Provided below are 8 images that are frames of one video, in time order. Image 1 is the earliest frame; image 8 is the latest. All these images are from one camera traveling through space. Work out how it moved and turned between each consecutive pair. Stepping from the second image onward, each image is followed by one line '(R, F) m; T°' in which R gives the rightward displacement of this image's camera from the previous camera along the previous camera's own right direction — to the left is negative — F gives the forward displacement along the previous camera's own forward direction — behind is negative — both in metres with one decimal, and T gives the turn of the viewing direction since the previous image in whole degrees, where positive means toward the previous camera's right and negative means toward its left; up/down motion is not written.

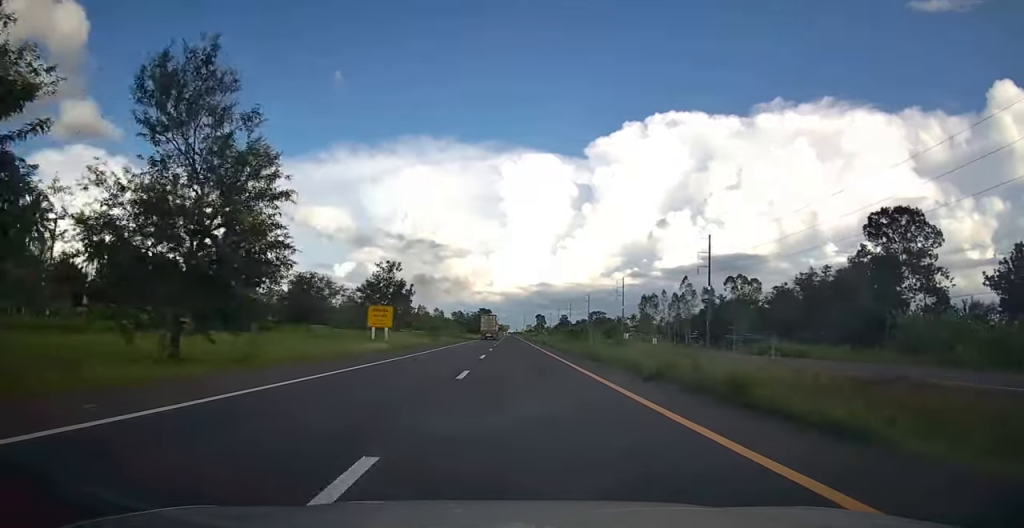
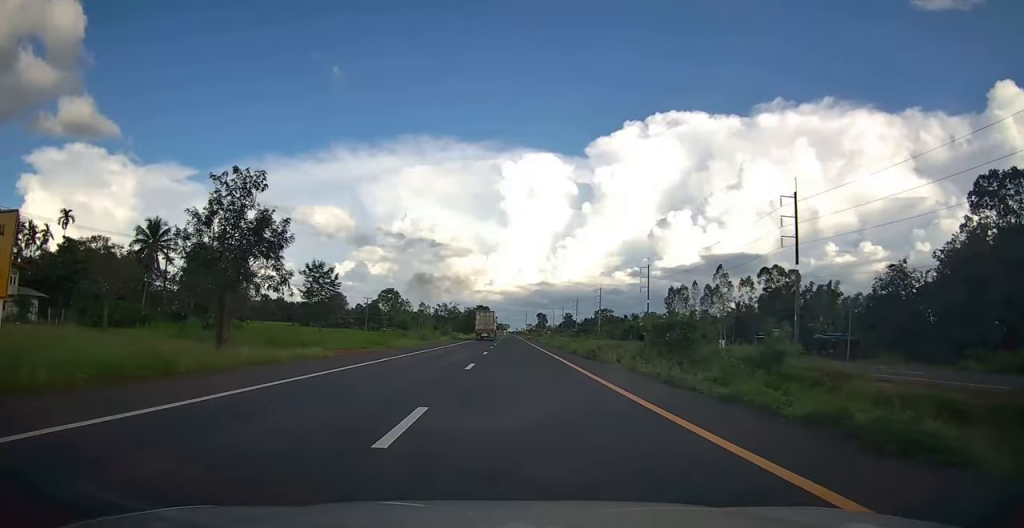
(0.0, +32.4) m; 0°
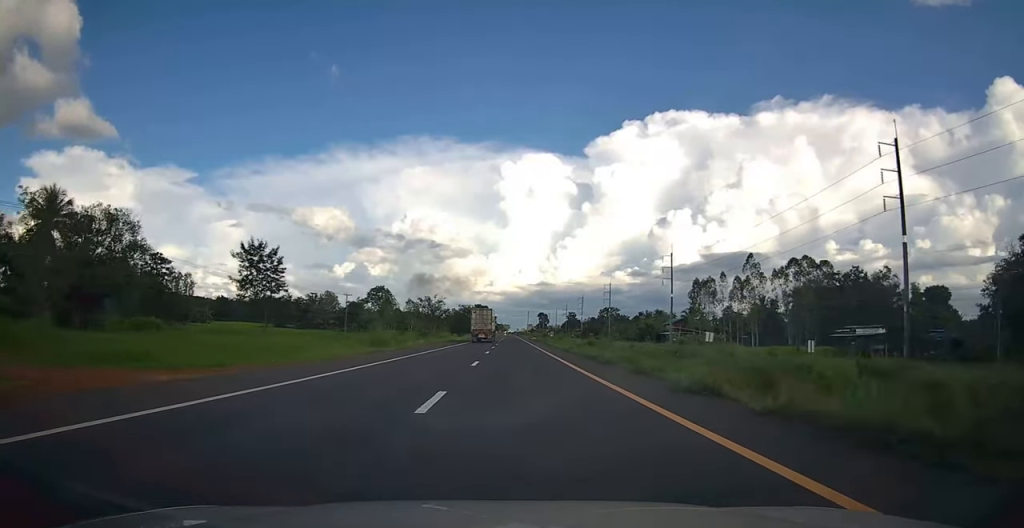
(0.0, +21.4) m; 0°
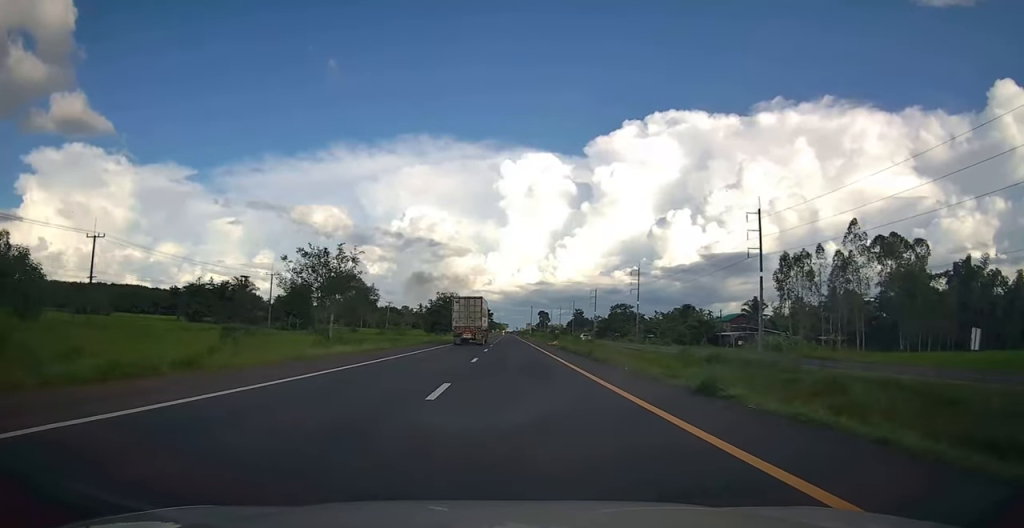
(+0.1, +46.2) m; 0°
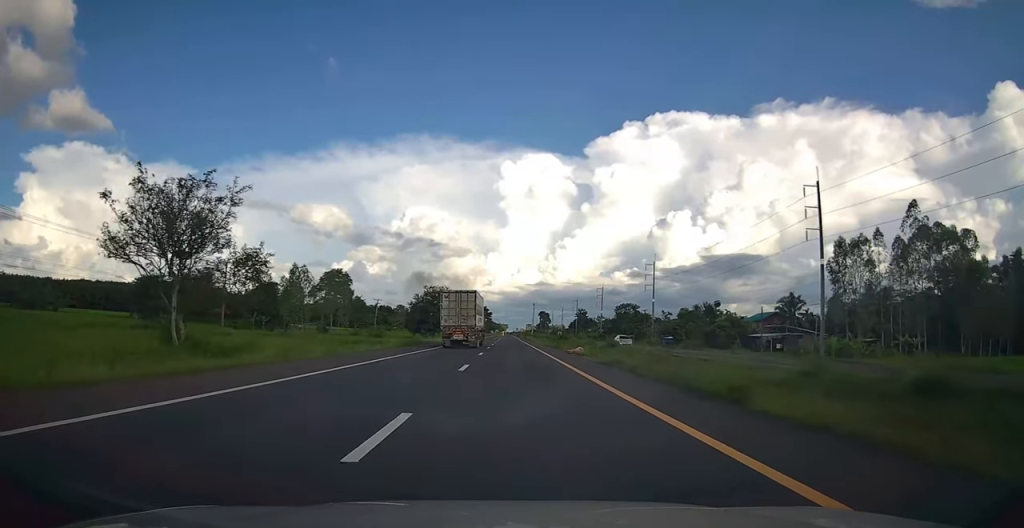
(0.0, +16.9) m; 0°
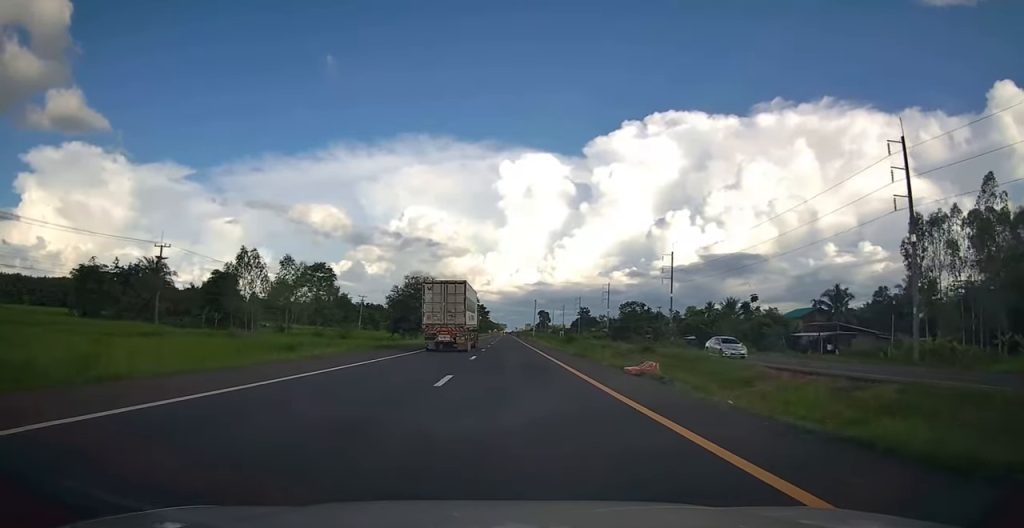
(0.0, +16.9) m; 0°
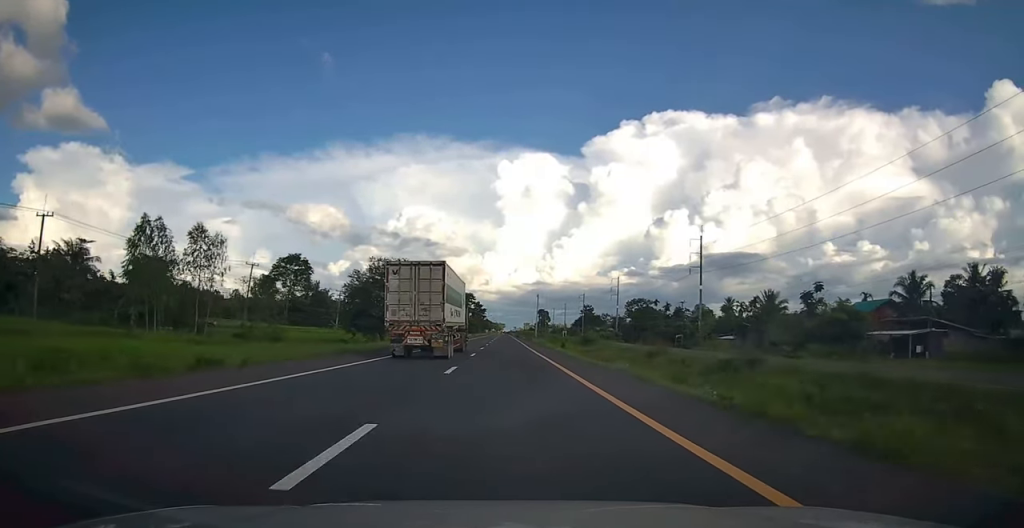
(0.0, +20.2) m; 0°
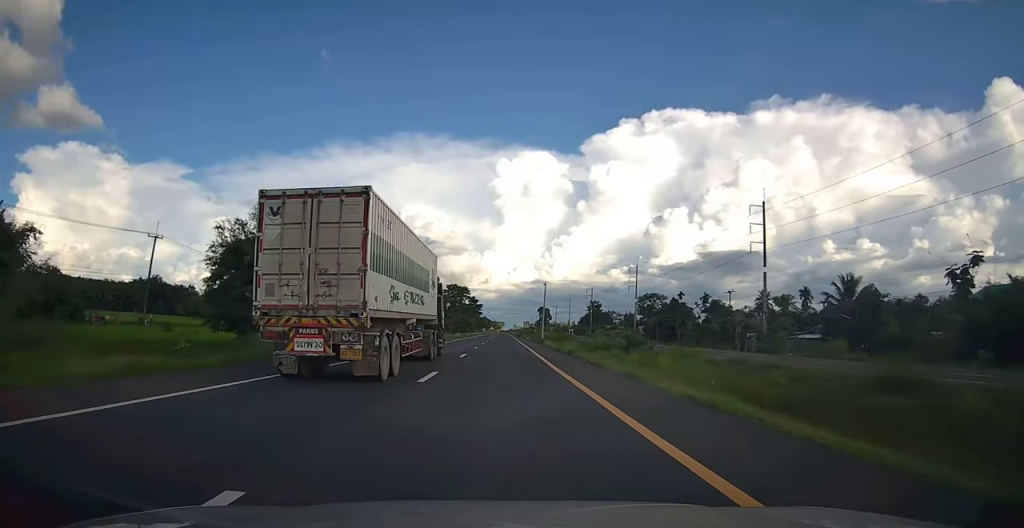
(+0.1, +27.2) m; 0°
